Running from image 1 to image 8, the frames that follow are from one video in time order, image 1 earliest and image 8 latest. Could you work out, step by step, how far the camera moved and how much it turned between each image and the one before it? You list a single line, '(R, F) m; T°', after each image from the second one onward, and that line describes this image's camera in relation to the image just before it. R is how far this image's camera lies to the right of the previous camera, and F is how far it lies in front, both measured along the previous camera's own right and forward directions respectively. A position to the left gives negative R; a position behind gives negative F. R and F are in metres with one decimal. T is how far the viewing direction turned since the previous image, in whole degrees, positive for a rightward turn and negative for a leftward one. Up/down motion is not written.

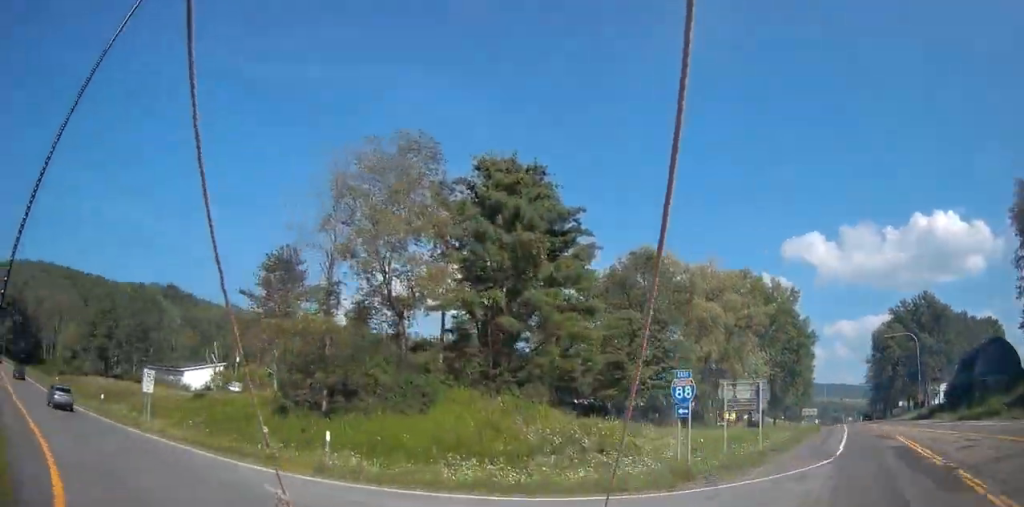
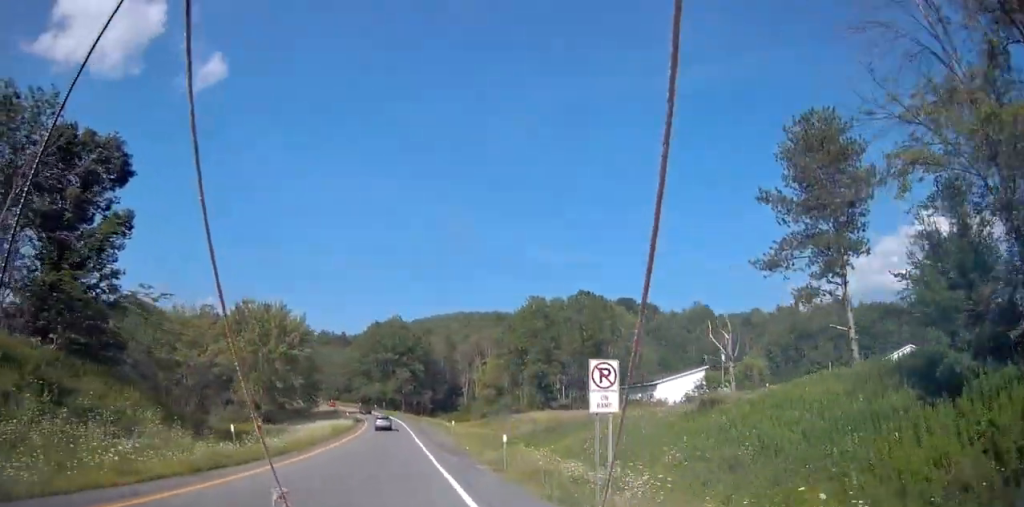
(-12.8, +25.2) m; -34°
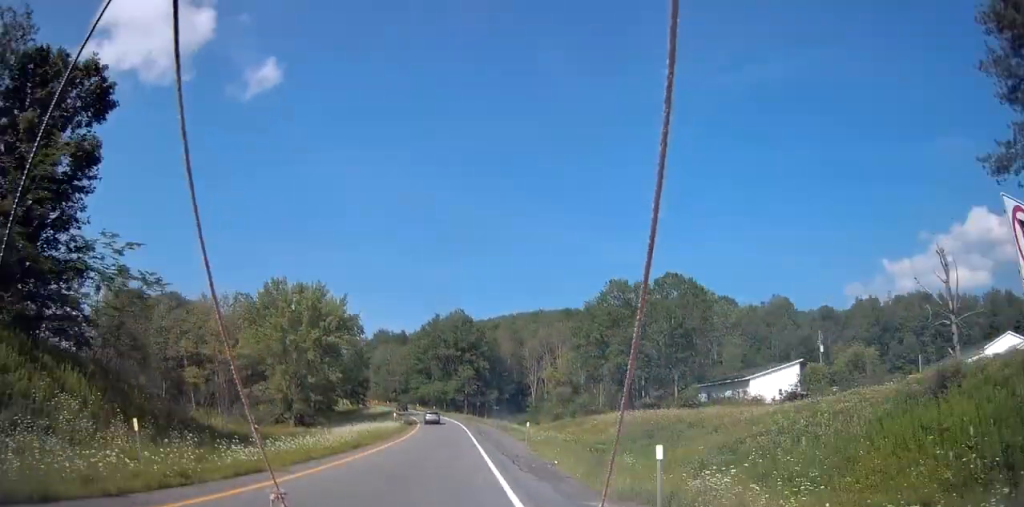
(-1.3, +13.7) m; -3°
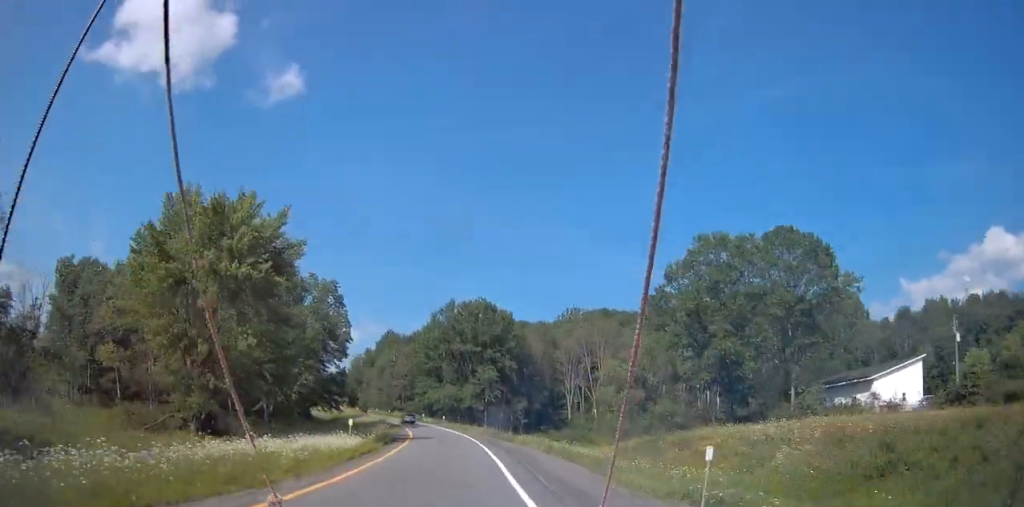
(-1.1, +28.5) m; -3°
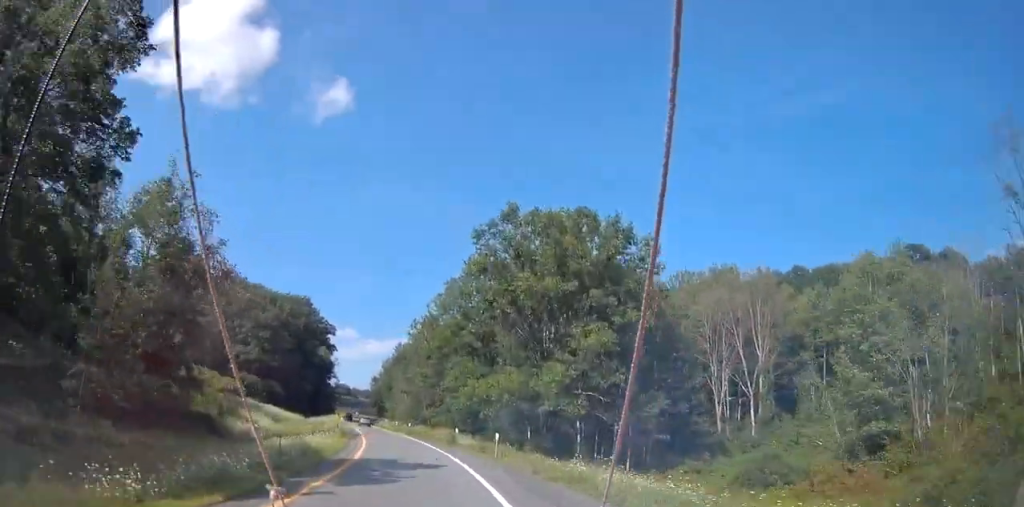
(-1.4, +52.2) m; -6°
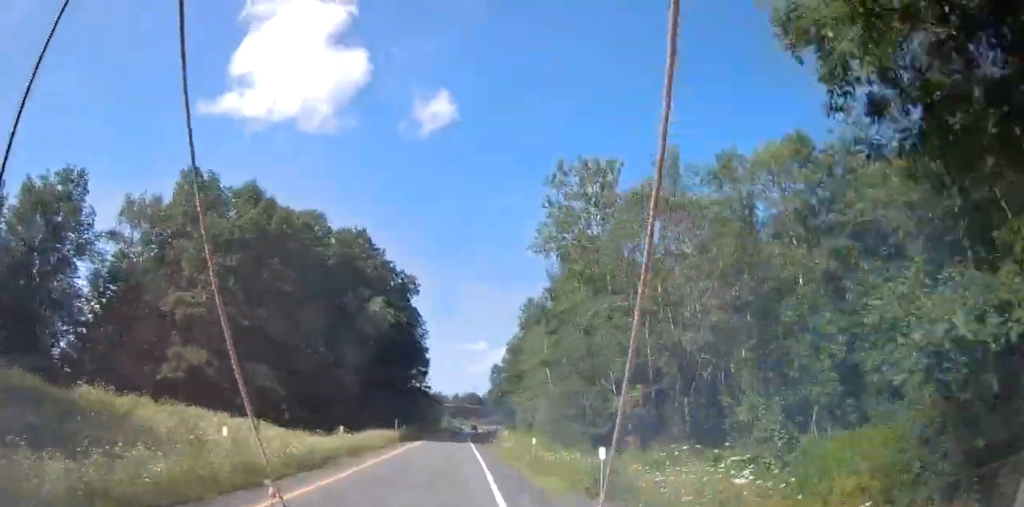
(-5.8, +62.9) m; -9°
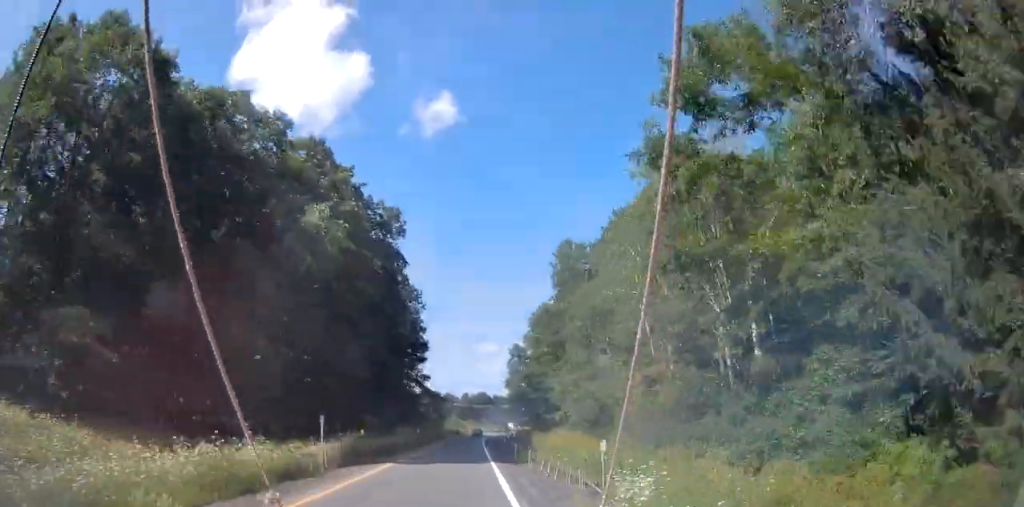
(-1.4, +29.2) m; -1°
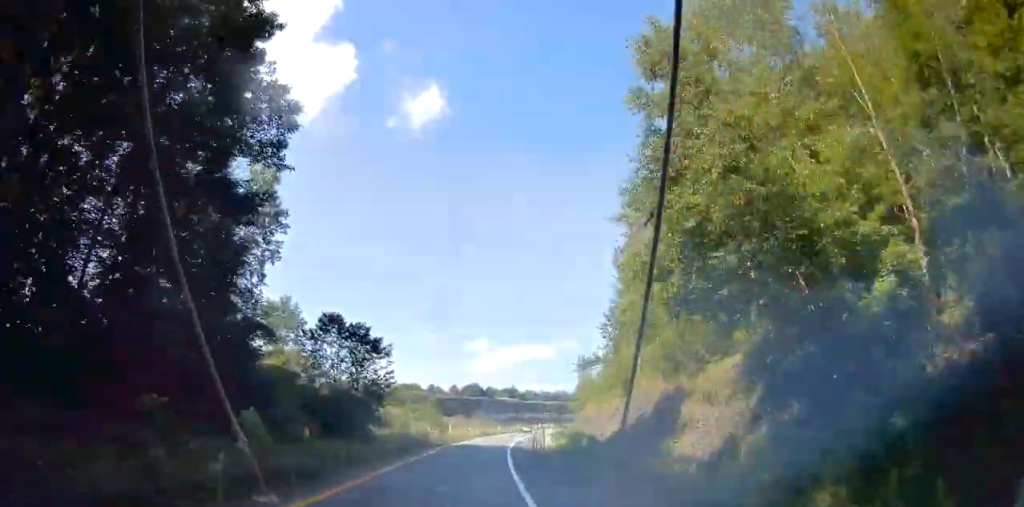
(+0.7, +72.2) m; +1°
